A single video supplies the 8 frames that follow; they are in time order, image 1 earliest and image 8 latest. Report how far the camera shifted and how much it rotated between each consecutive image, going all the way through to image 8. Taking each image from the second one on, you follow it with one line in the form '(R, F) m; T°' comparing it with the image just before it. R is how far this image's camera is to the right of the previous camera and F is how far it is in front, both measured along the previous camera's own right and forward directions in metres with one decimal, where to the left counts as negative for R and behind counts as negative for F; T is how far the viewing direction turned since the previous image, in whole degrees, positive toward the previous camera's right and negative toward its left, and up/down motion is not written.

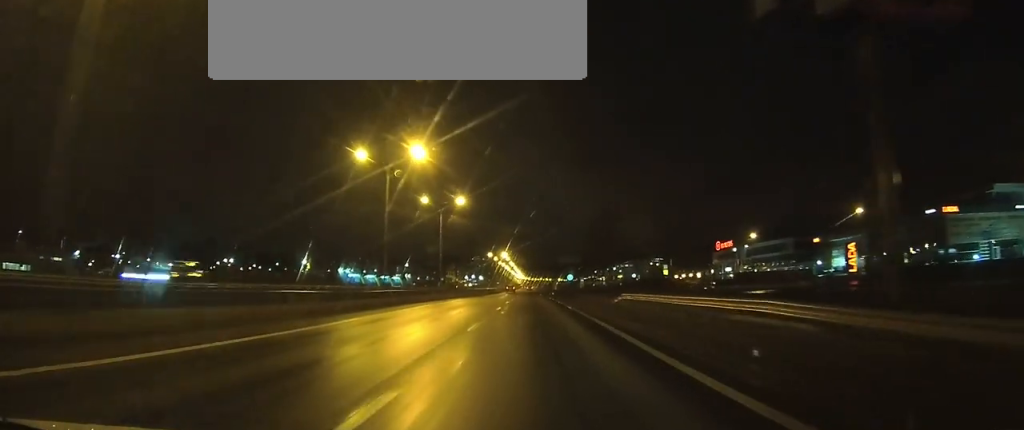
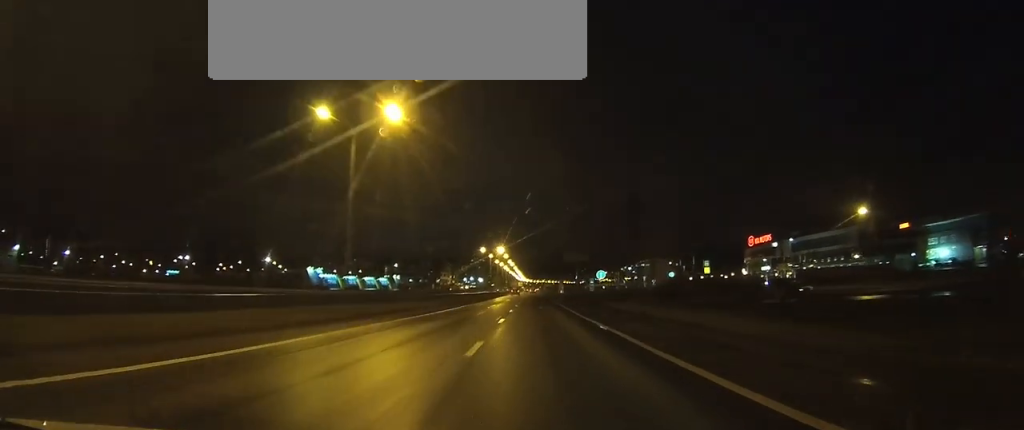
(0.0, +41.3) m; 0°
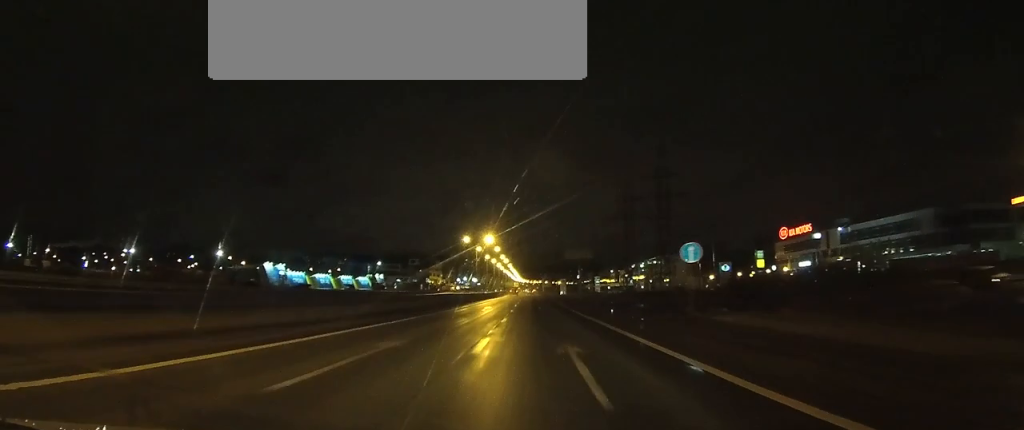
(0.0, +34.8) m; 0°
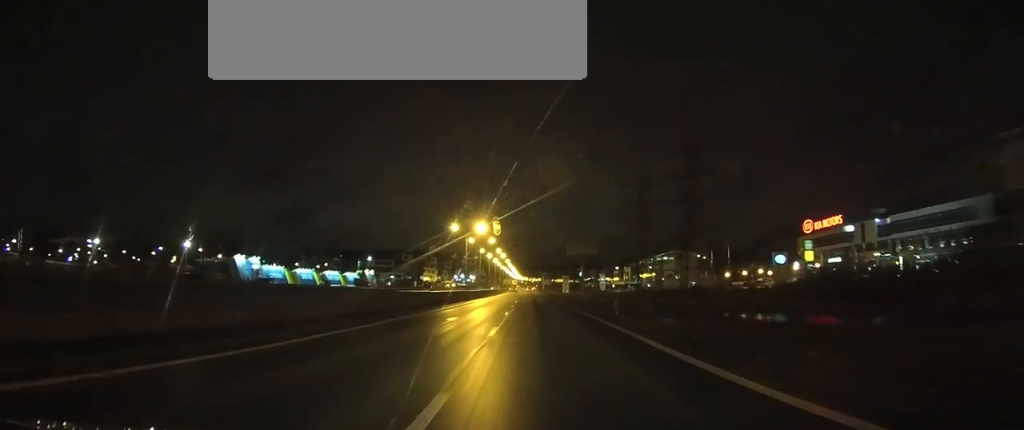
(0.0, +19.4) m; 0°
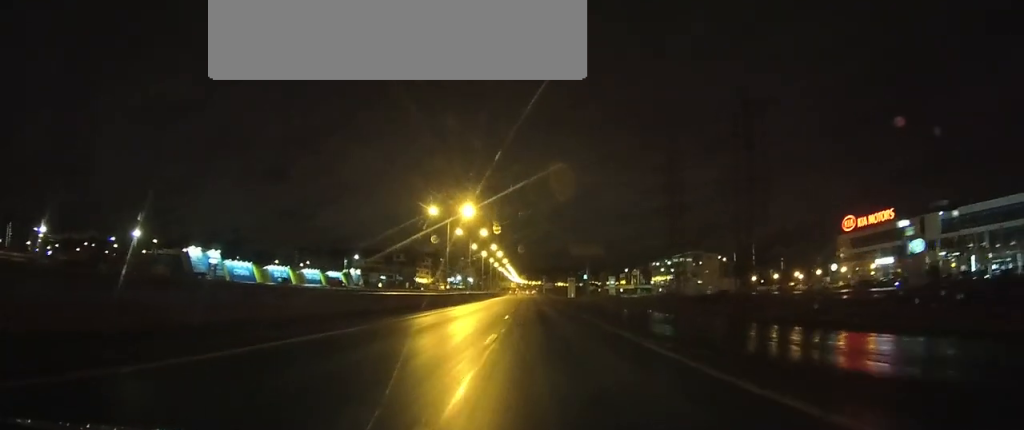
(0.0, +25.3) m; 0°
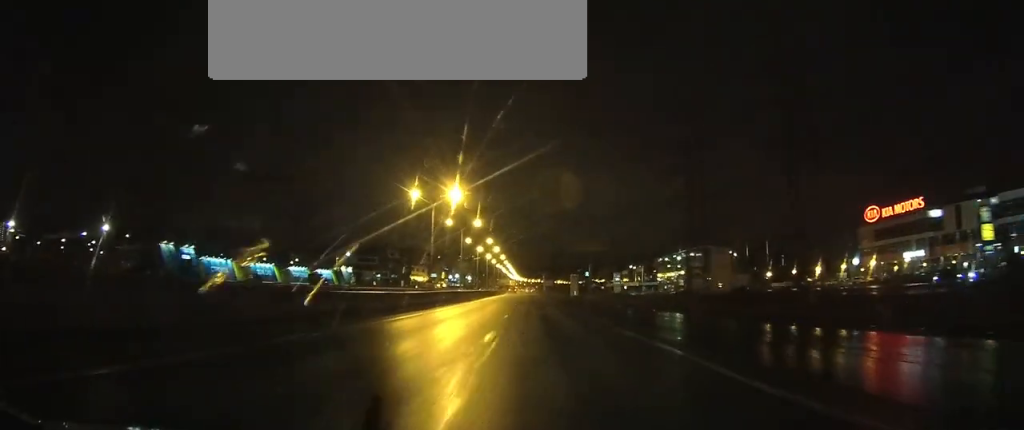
(0.0, +12.6) m; 0°
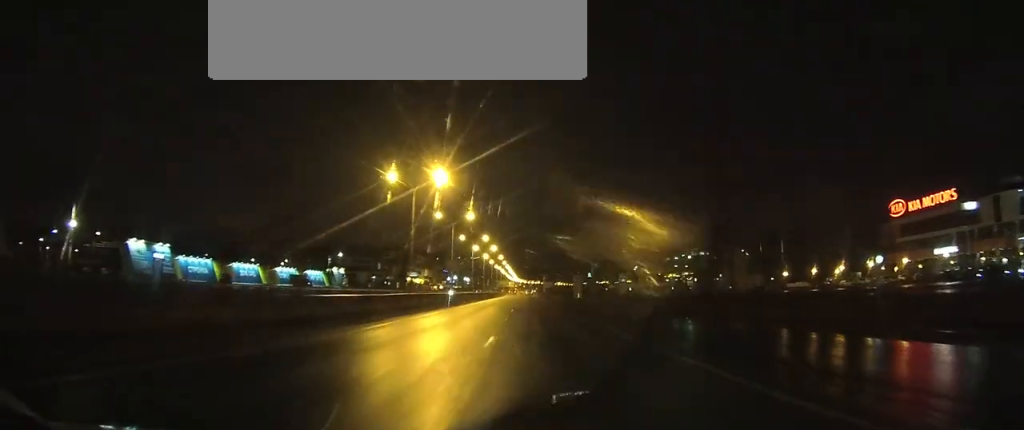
(0.0, +11.8) m; 0°
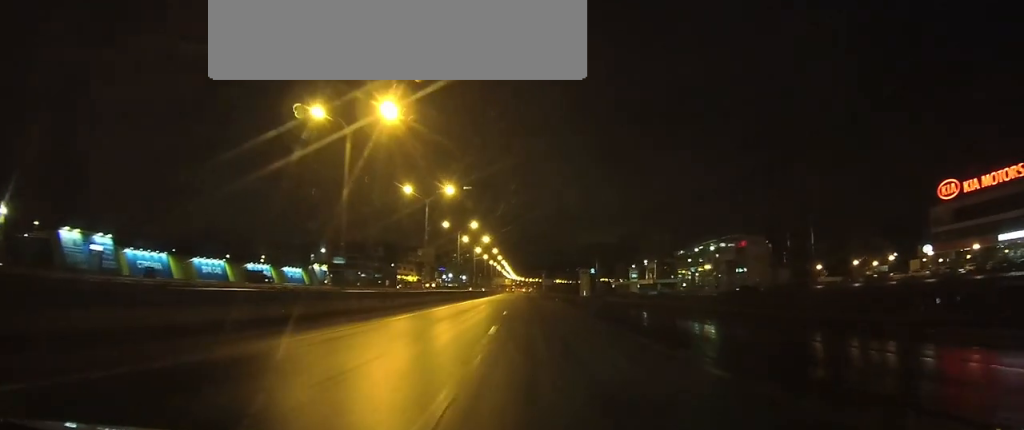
(0.0, +21.0) m; 0°
